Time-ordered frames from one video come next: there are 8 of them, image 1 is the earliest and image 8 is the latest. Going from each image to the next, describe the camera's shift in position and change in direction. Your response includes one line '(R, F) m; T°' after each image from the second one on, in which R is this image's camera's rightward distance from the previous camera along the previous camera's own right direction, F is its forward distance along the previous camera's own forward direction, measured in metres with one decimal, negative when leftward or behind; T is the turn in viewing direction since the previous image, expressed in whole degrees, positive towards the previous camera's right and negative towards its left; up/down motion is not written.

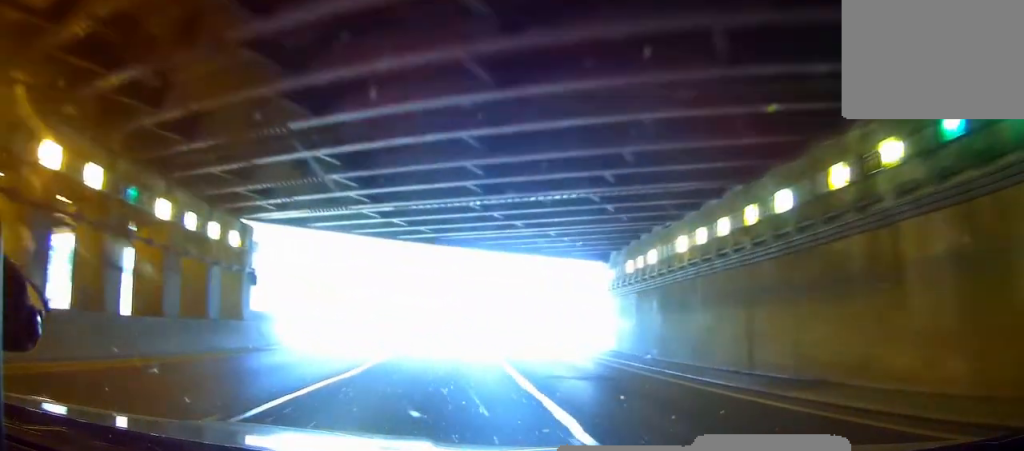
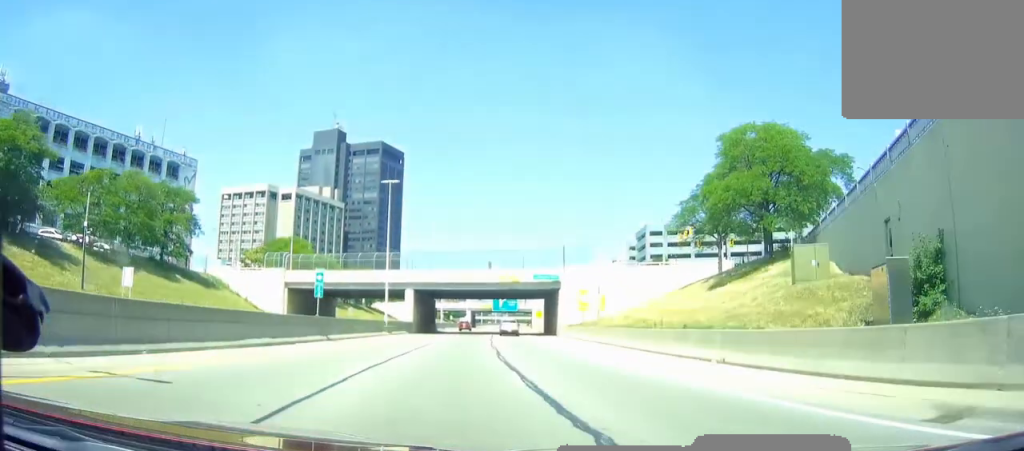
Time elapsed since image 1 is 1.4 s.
(0.0, +30.4) m; +1°
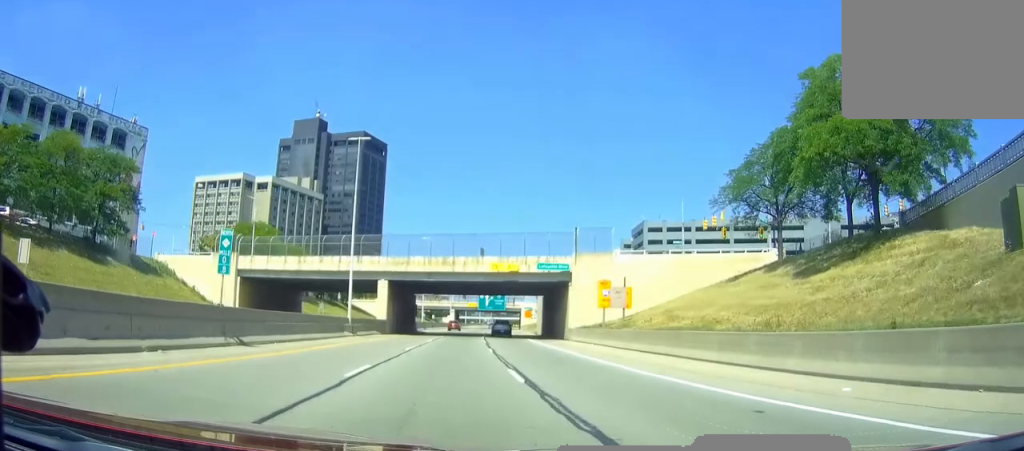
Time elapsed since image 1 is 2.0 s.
(+0.3, +11.8) m; +4°
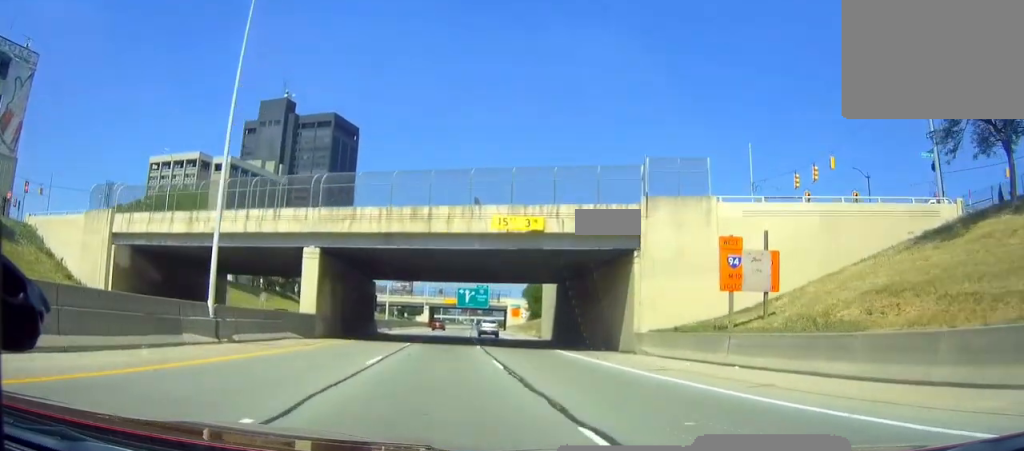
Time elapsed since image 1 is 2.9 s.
(+1.2, +19.5) m; +8°
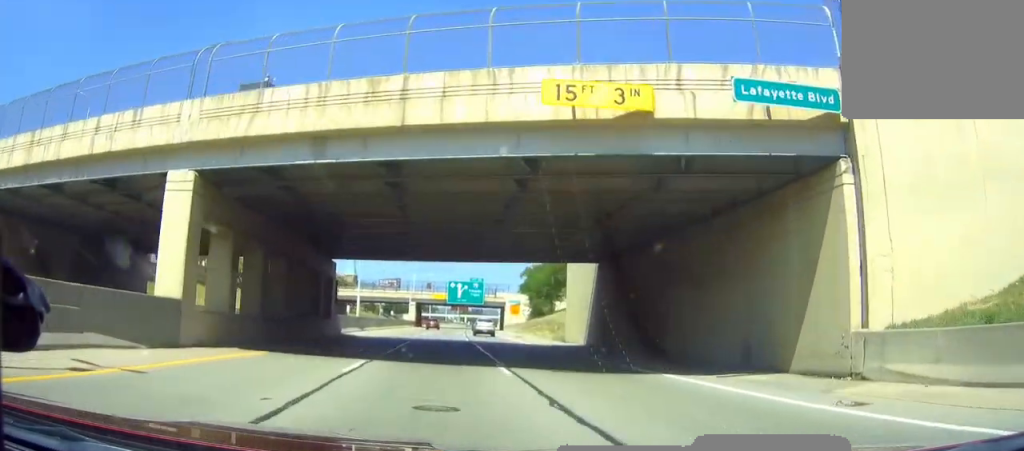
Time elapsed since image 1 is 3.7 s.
(+0.9, +15.3) m; +6°
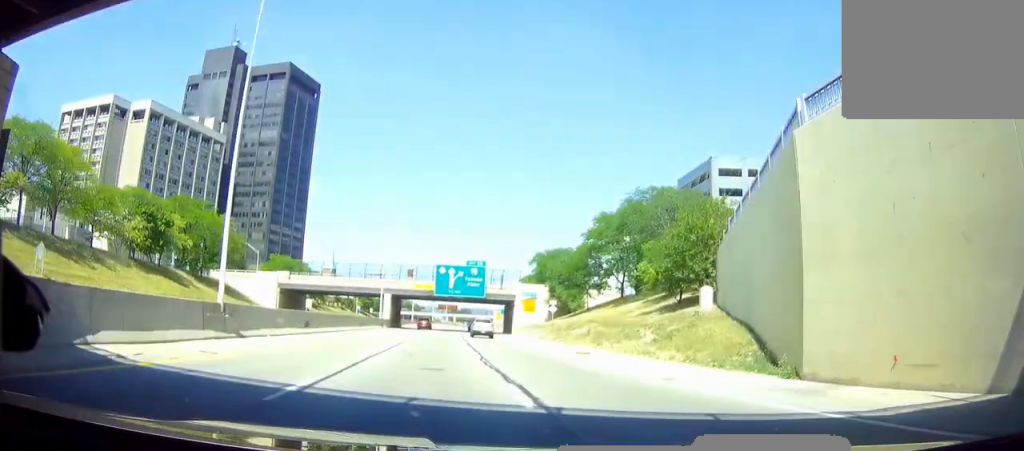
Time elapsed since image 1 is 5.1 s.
(+2.4, +30.9) m; +7°
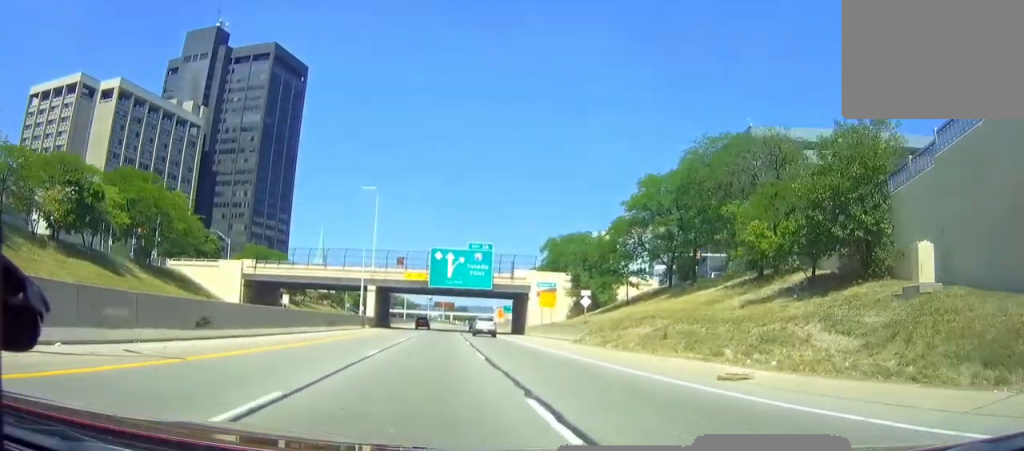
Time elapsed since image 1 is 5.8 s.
(+0.3, +16.8) m; +1°
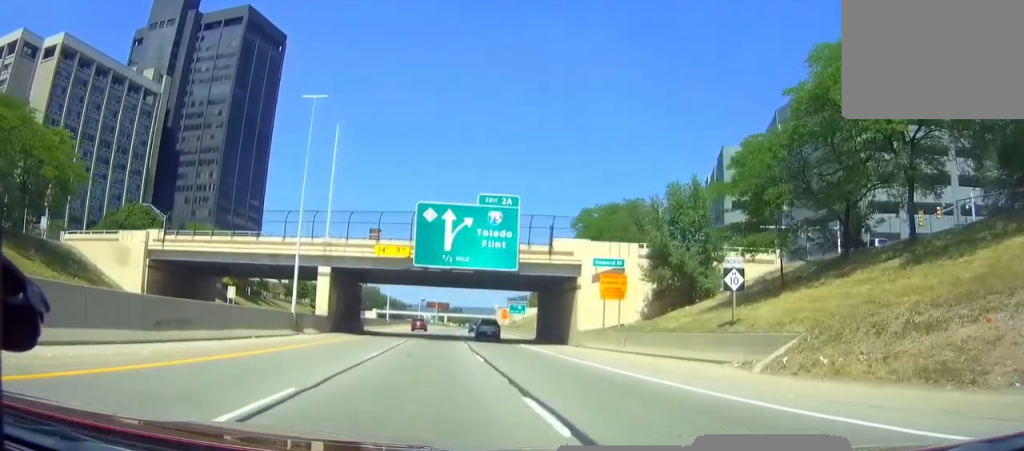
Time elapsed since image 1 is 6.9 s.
(-0.2, +28.4) m; -1°
